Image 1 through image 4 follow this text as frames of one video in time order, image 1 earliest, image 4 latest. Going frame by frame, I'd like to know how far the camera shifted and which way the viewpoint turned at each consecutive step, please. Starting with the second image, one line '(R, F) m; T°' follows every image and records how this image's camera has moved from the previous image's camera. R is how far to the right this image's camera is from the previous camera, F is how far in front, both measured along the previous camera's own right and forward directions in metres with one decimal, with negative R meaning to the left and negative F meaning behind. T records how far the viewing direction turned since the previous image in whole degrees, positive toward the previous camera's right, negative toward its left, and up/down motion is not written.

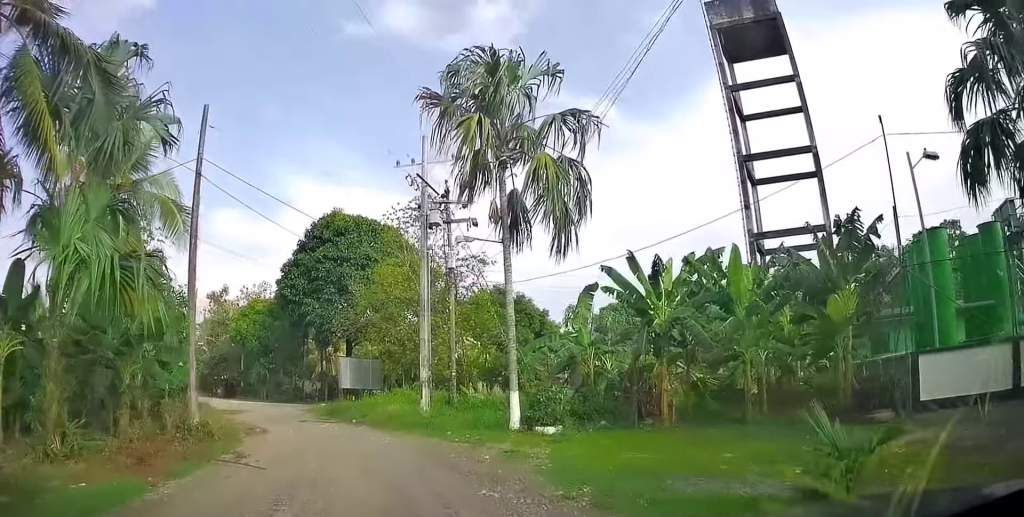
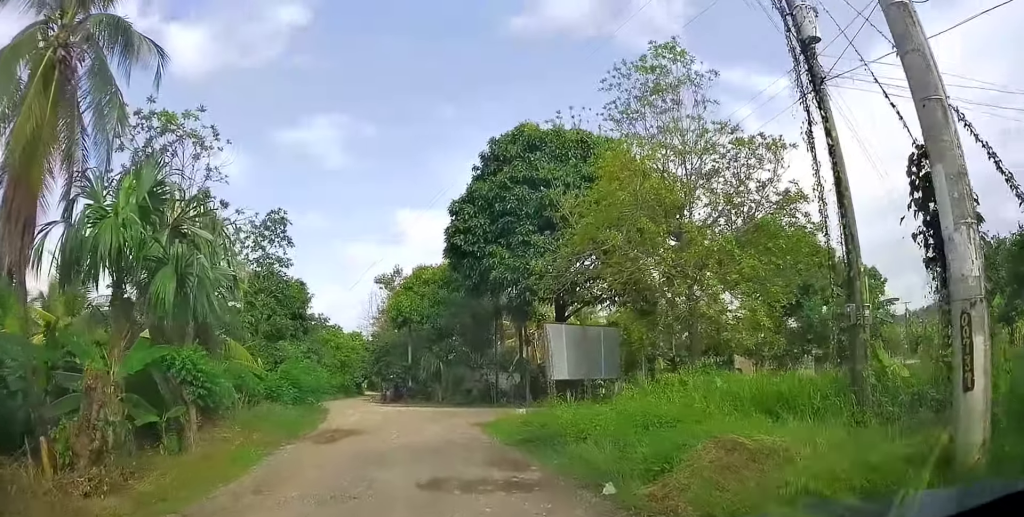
(-1.9, +16.8) m; -13°
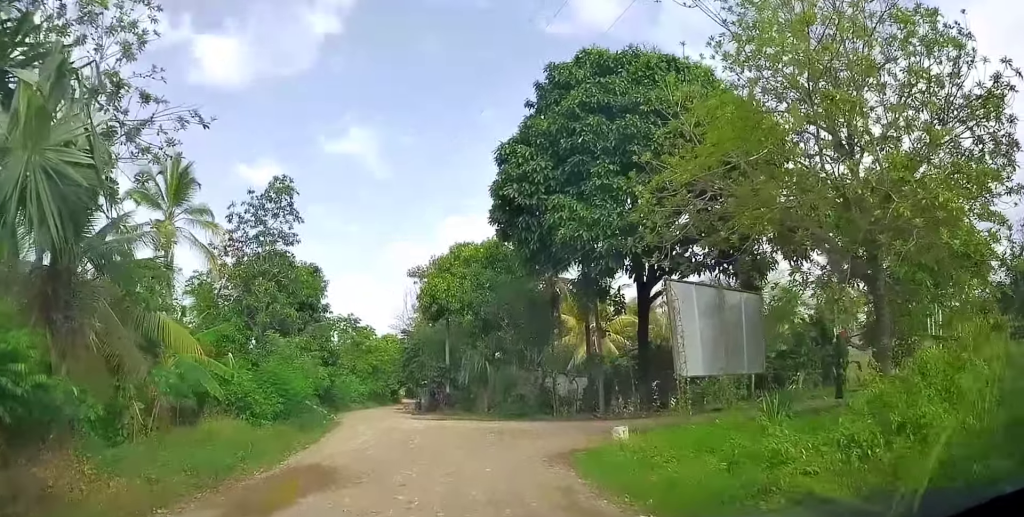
(-0.7, +8.7) m; -8°
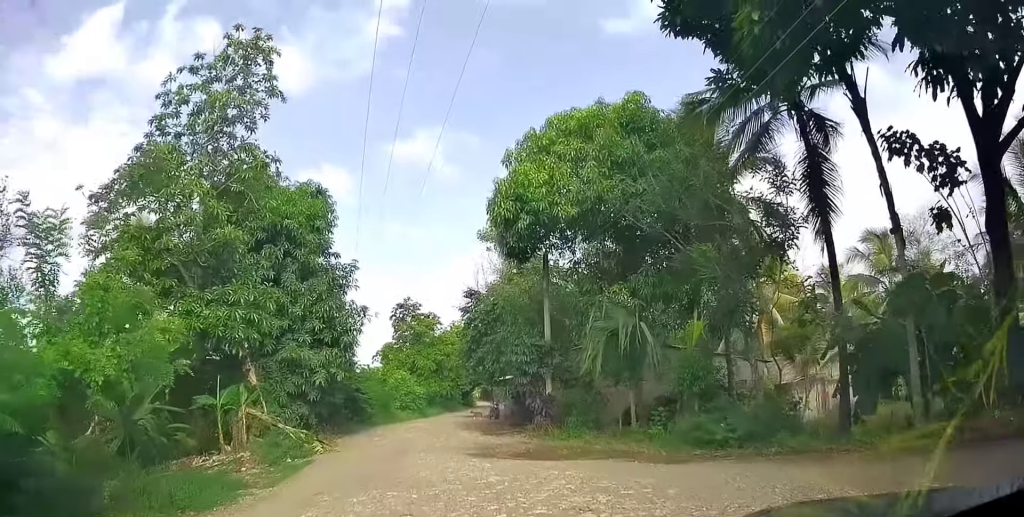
(-2.2, +16.6) m; -17°
